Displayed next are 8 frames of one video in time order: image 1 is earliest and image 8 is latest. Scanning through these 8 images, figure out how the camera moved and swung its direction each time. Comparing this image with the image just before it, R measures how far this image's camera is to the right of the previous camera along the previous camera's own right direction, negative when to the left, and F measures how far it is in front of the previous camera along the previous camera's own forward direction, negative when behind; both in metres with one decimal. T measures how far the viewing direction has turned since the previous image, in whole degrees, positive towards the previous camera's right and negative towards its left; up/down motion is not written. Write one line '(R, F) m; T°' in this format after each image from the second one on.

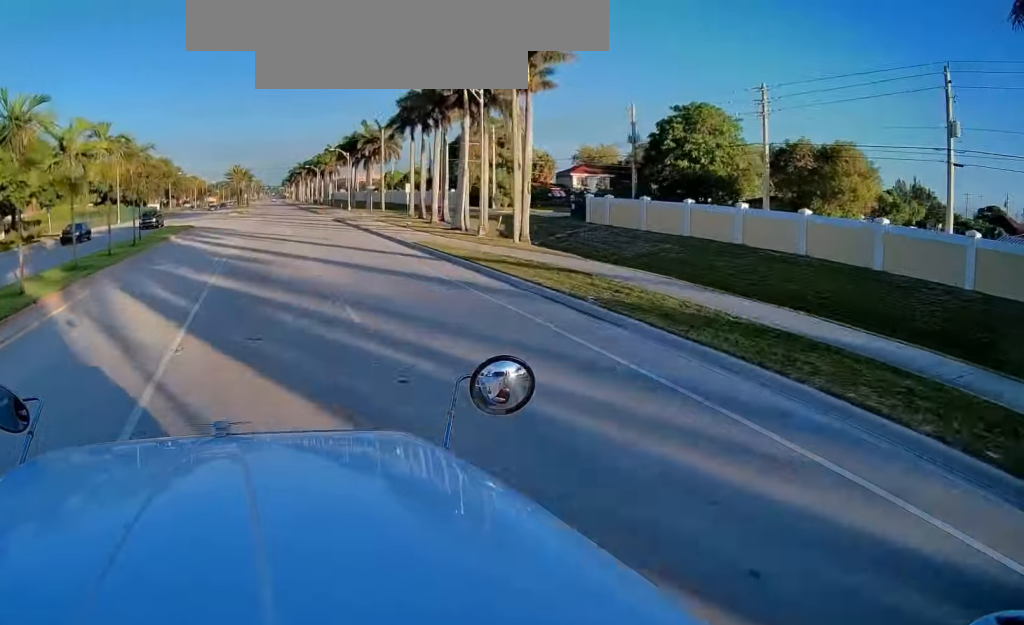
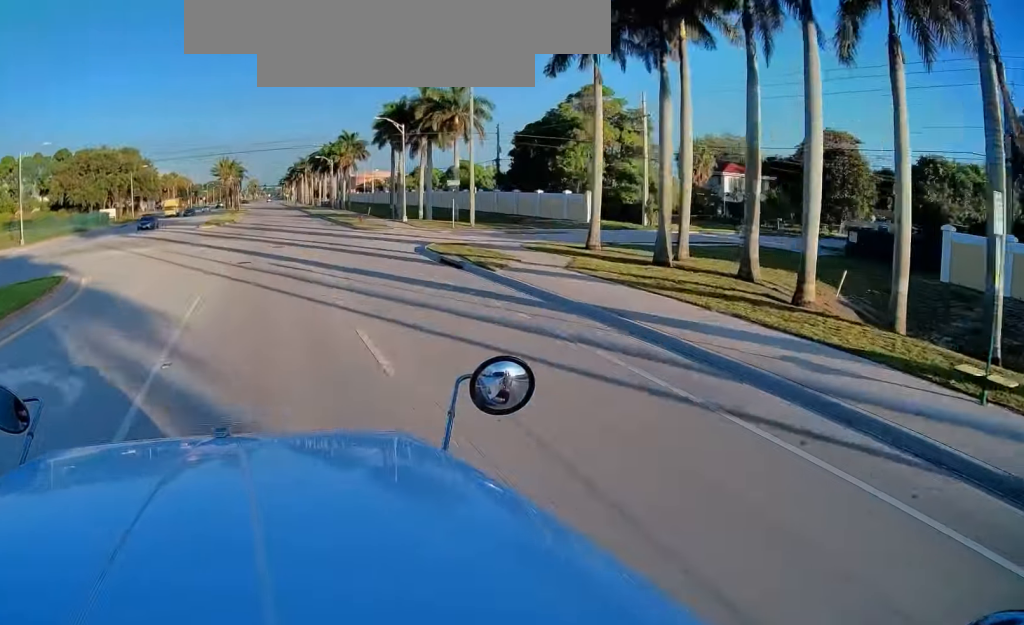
(-0.1, +39.3) m; 0°
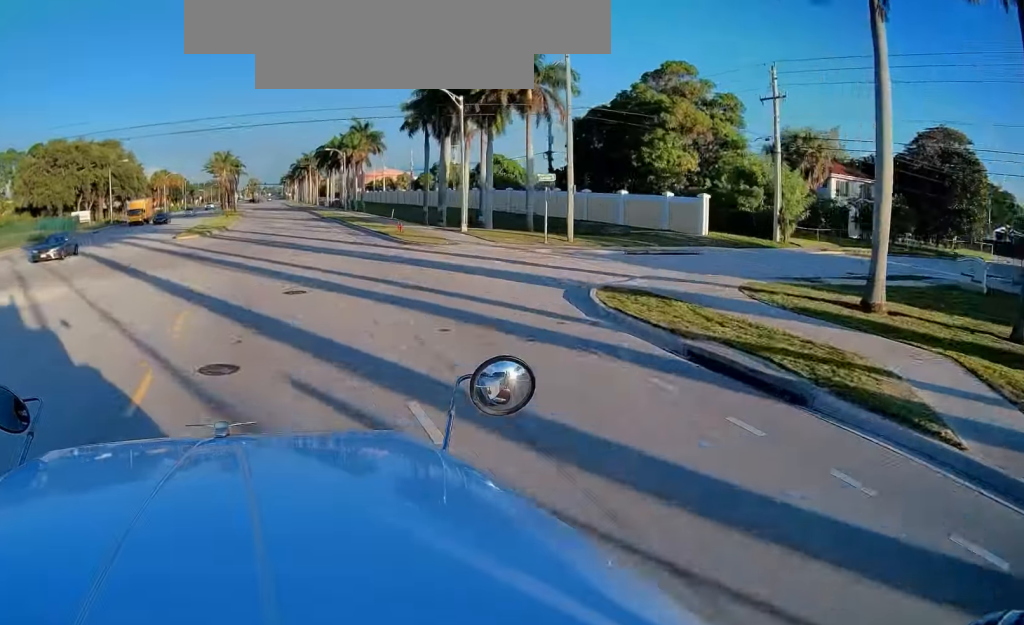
(0.0, +16.4) m; 0°
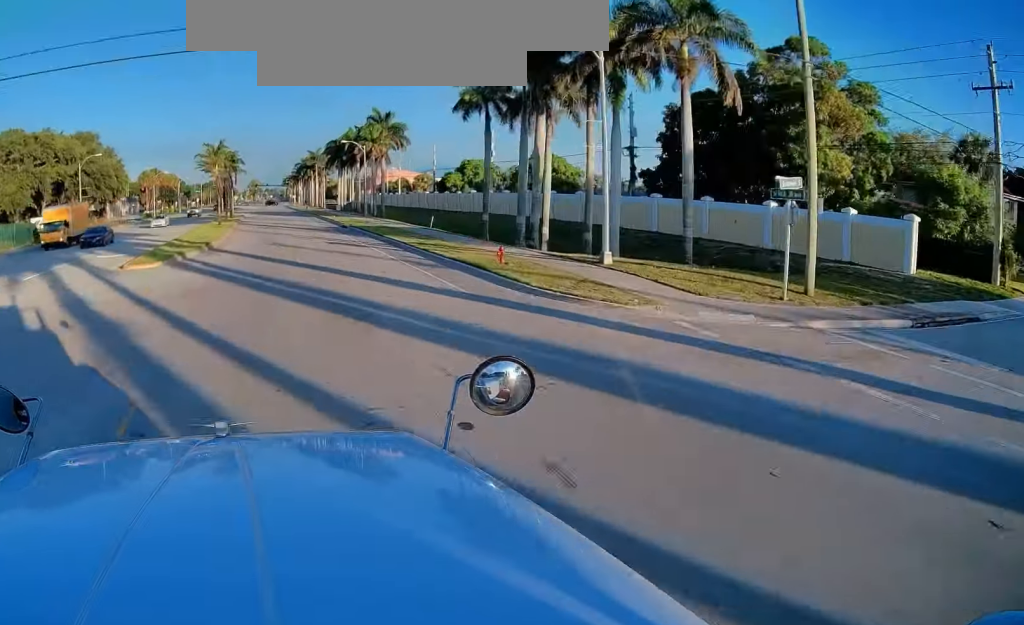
(0.0, +16.1) m; 0°
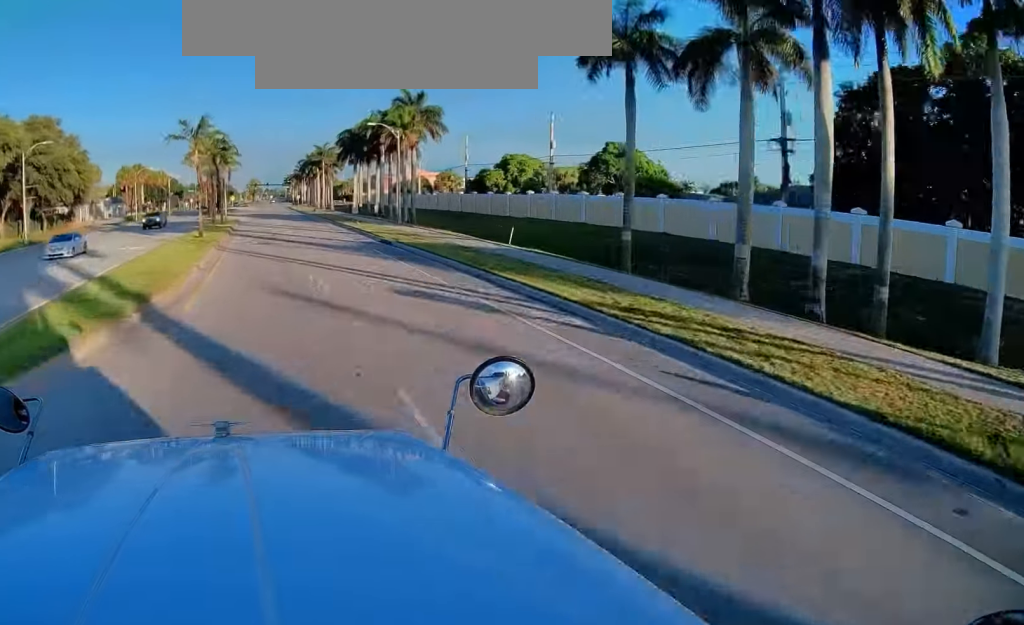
(-0.1, +19.4) m; +1°
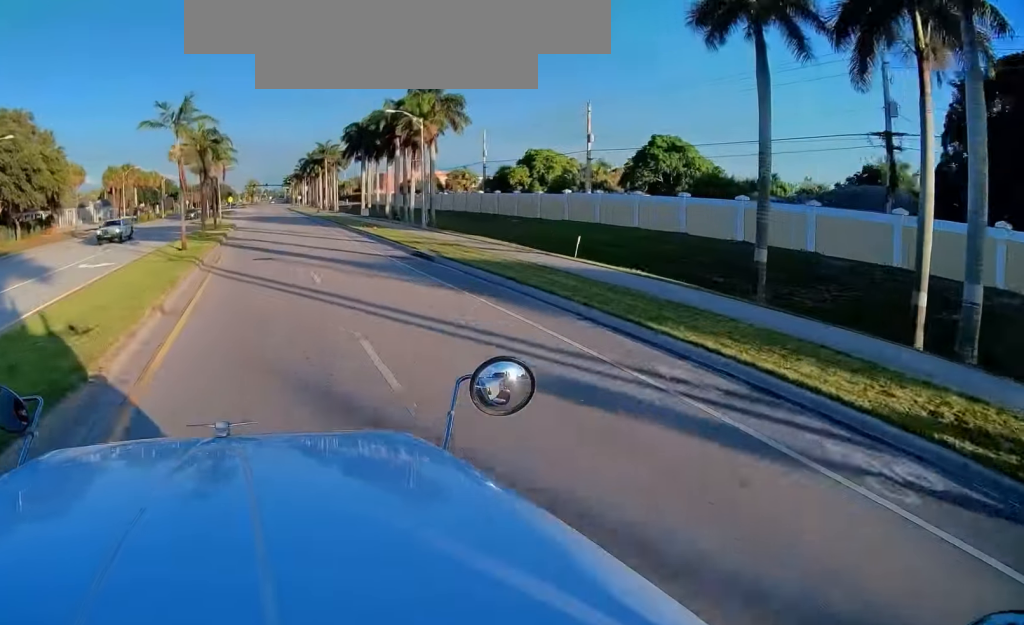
(+0.1, +8.2) m; 0°
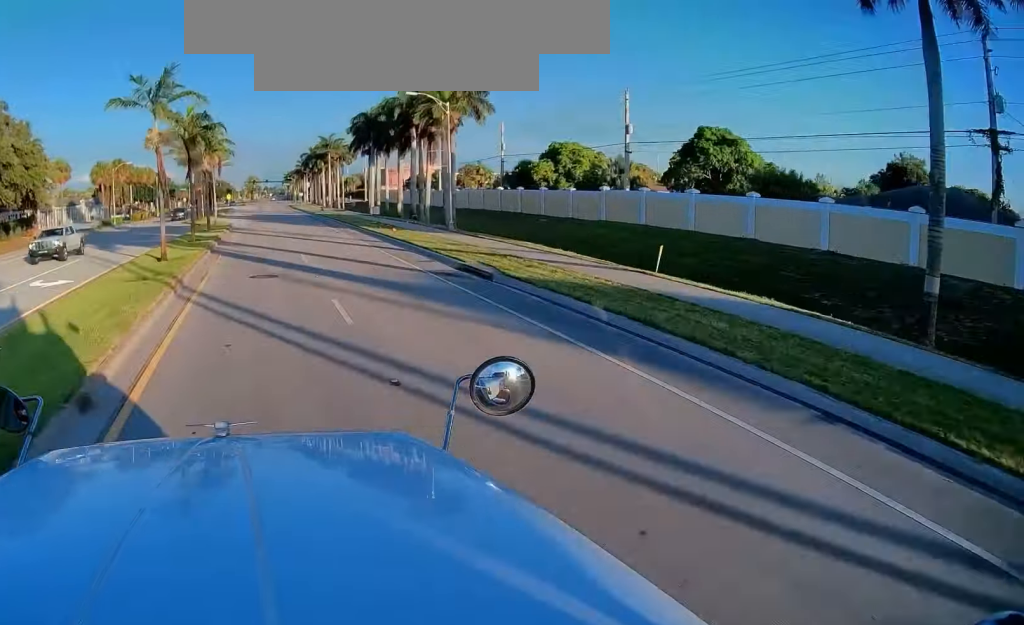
(+0.1, +7.0) m; 0°
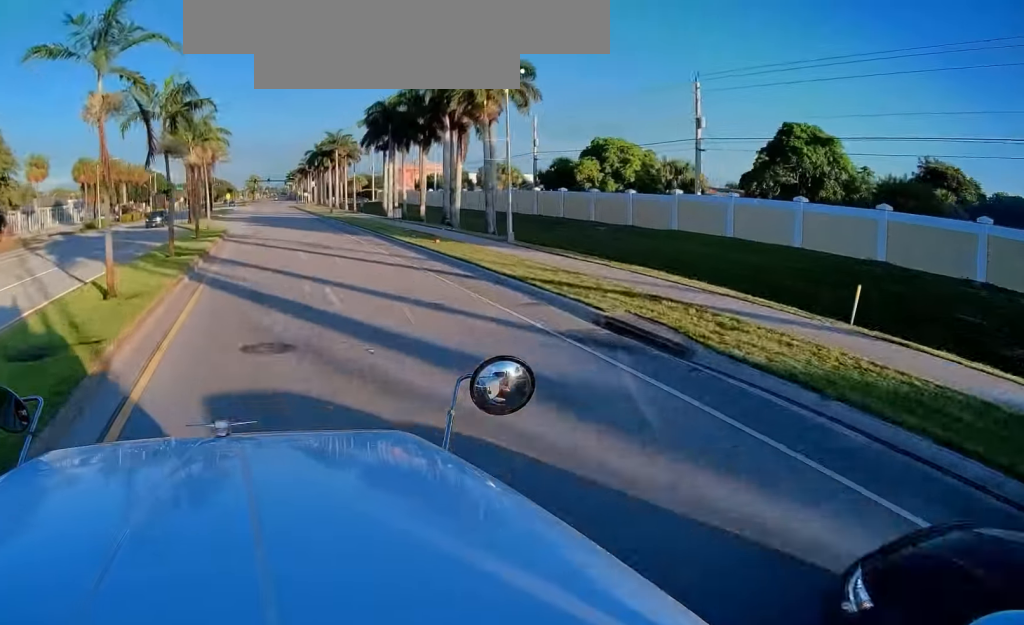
(0.0, +10.5) m; 0°
